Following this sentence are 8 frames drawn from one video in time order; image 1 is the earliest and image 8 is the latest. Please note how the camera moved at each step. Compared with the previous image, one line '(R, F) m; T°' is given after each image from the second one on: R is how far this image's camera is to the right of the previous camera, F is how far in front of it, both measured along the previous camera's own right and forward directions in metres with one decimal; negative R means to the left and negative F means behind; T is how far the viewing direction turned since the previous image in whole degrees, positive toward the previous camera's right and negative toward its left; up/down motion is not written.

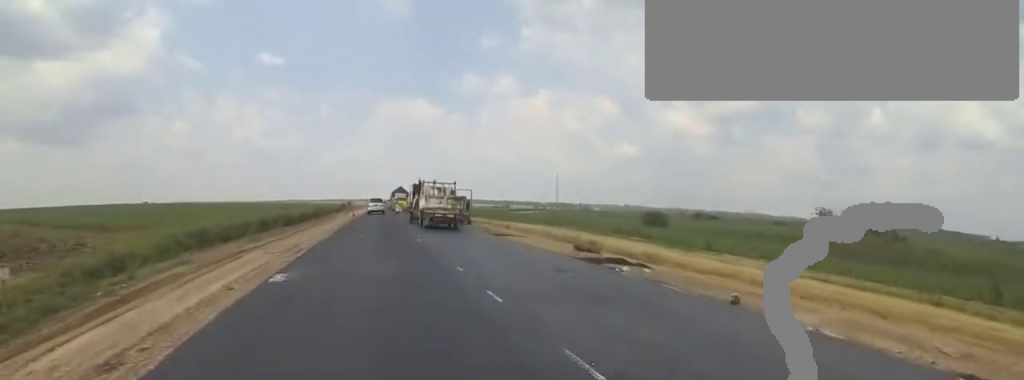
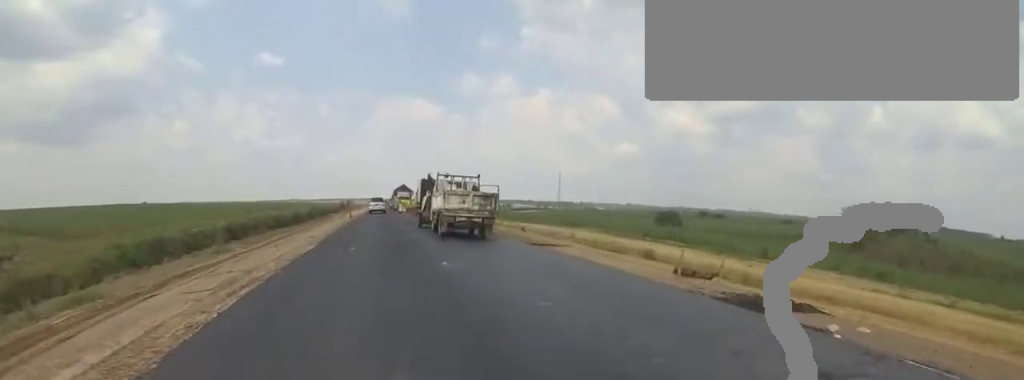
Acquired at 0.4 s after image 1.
(+0.5, +5.3) m; 0°
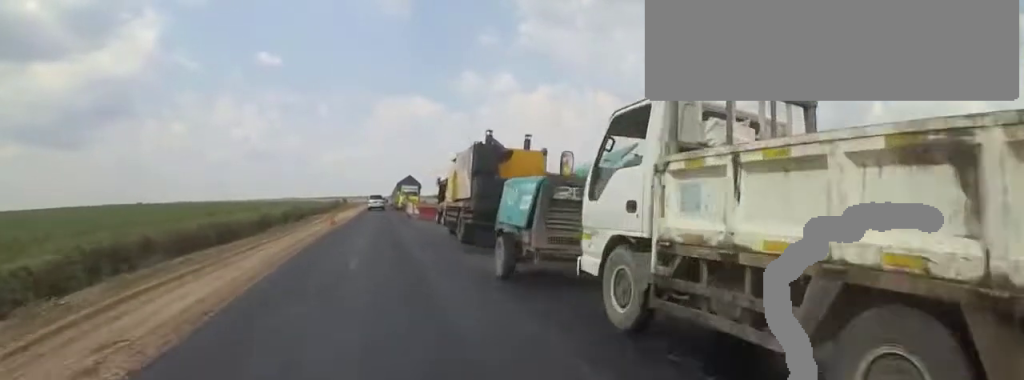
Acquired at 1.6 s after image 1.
(-0.9, +14.7) m; 0°
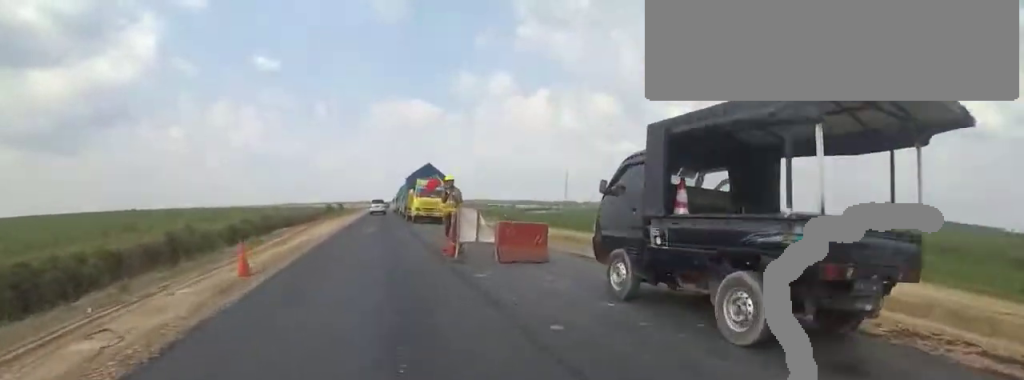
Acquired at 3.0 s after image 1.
(+1.2, +18.4) m; +1°
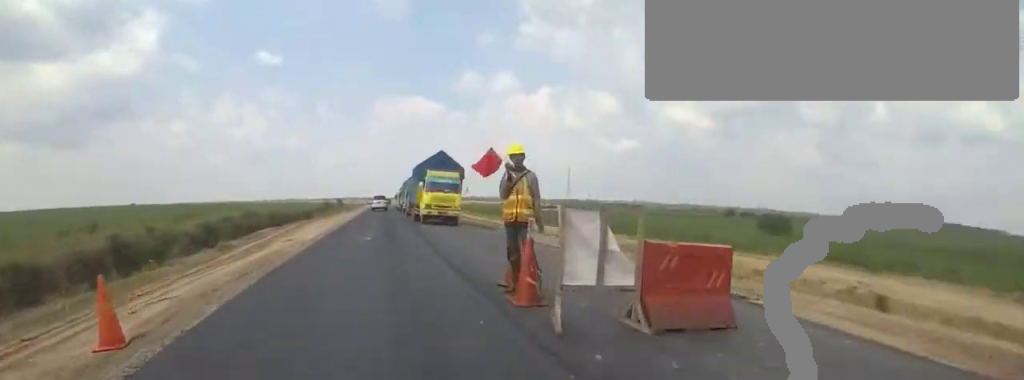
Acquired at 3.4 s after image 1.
(+0.2, +5.2) m; -2°
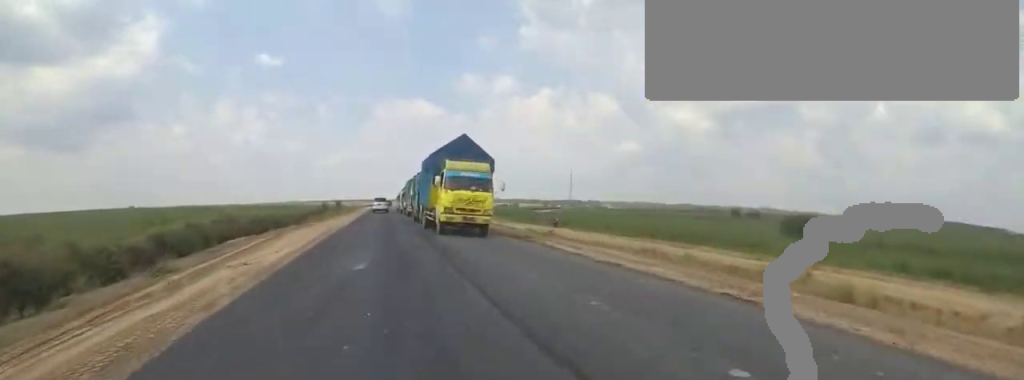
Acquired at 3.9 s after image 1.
(-0.4, +6.1) m; +2°
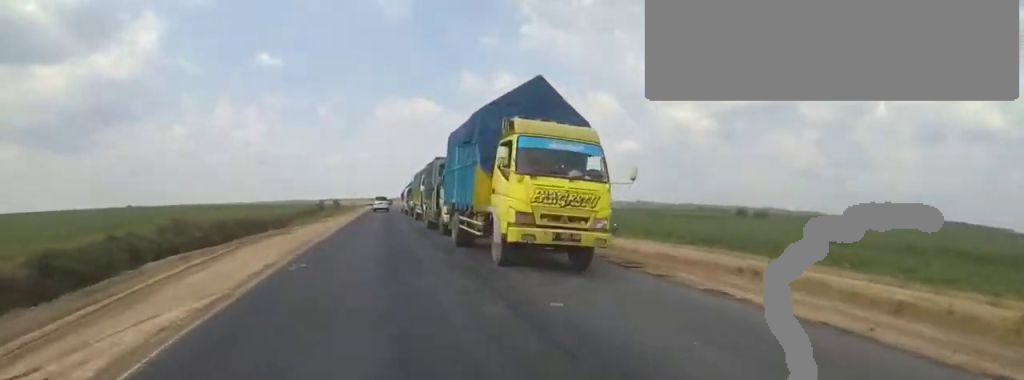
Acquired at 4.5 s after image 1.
(-0.8, +7.8) m; +3°
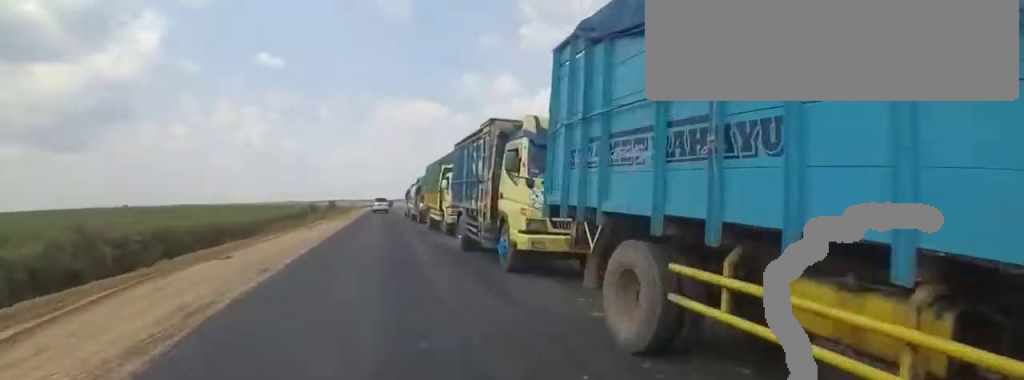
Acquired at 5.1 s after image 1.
(+1.3, +7.9) m; 0°
